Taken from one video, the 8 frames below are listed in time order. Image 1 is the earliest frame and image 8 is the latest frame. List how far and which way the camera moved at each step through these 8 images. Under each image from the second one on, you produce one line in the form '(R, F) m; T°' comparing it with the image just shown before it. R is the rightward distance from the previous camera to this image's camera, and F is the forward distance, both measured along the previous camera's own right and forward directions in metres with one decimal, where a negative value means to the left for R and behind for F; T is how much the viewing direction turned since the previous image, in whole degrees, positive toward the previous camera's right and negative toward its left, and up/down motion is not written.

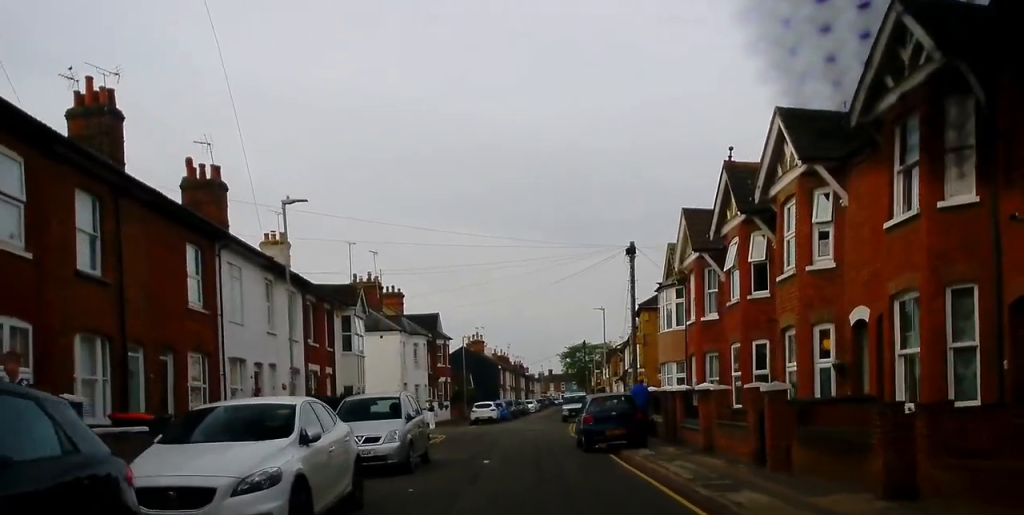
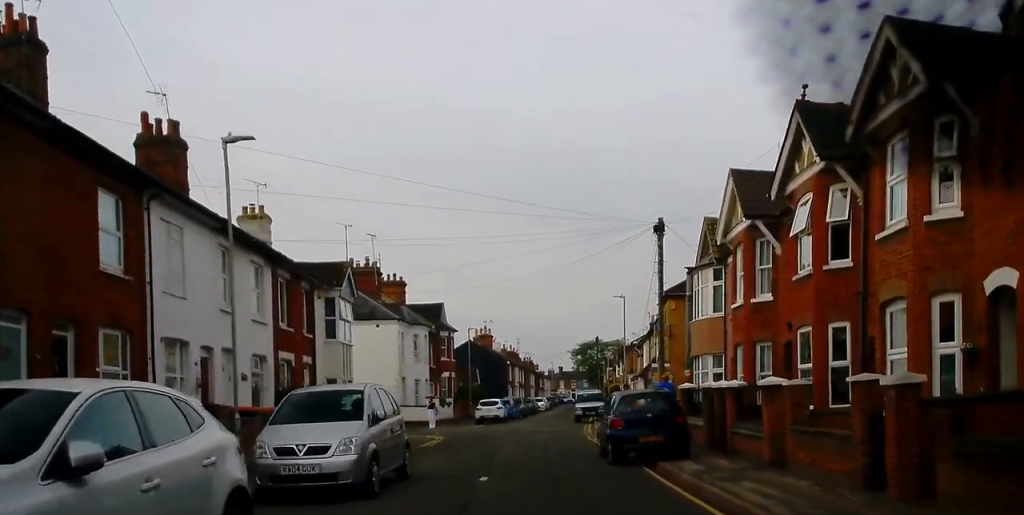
(0.0, +4.4) m; 0°
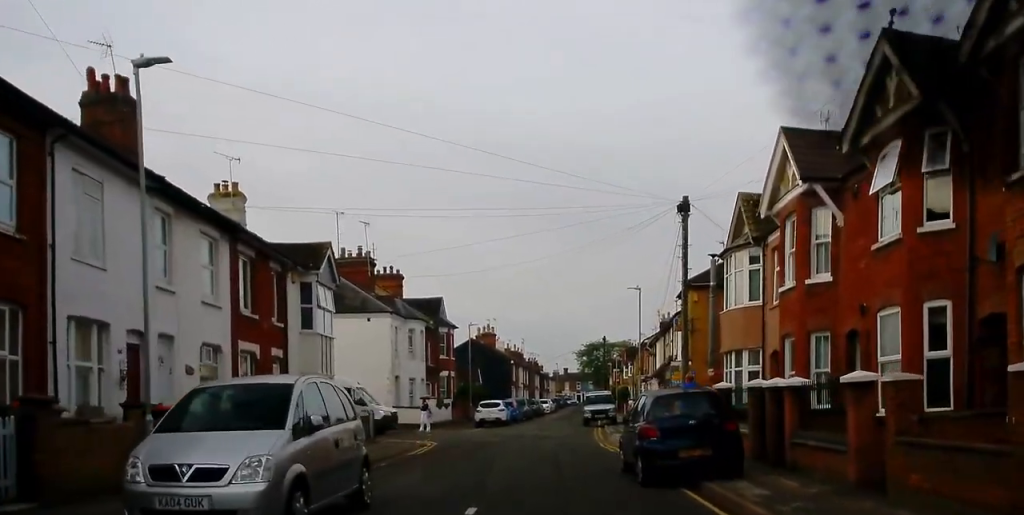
(0.0, +3.7) m; 0°
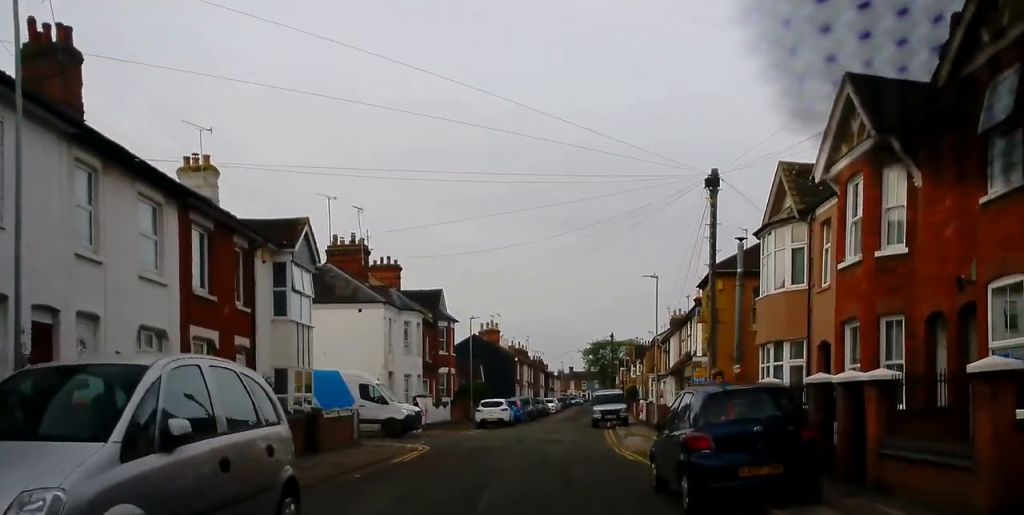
(0.0, +3.3) m; 0°
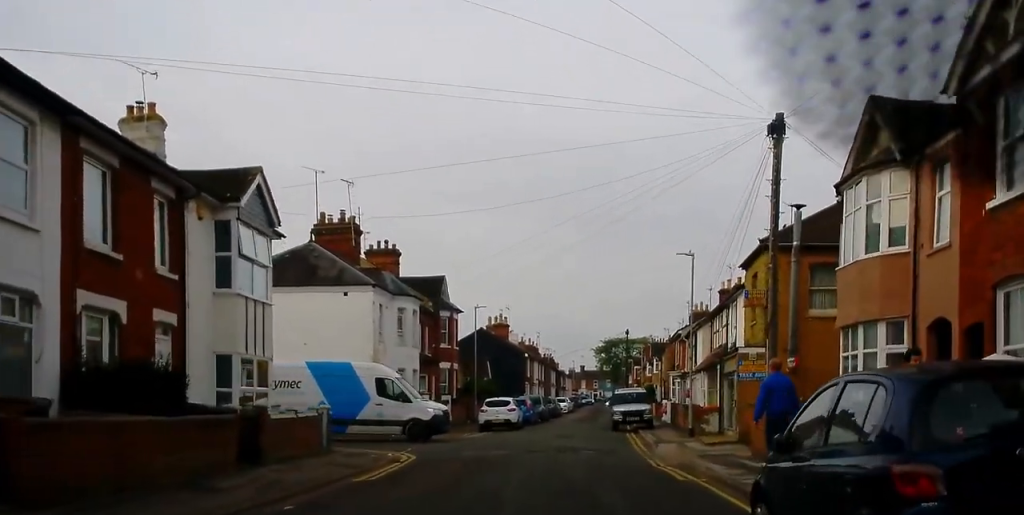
(0.0, +5.0) m; -2°
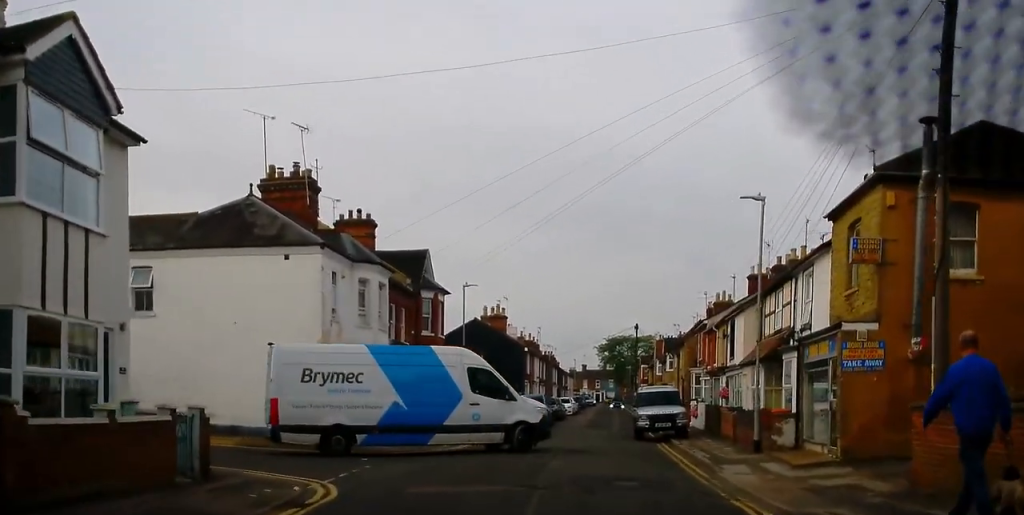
(-0.2, +8.0) m; +1°
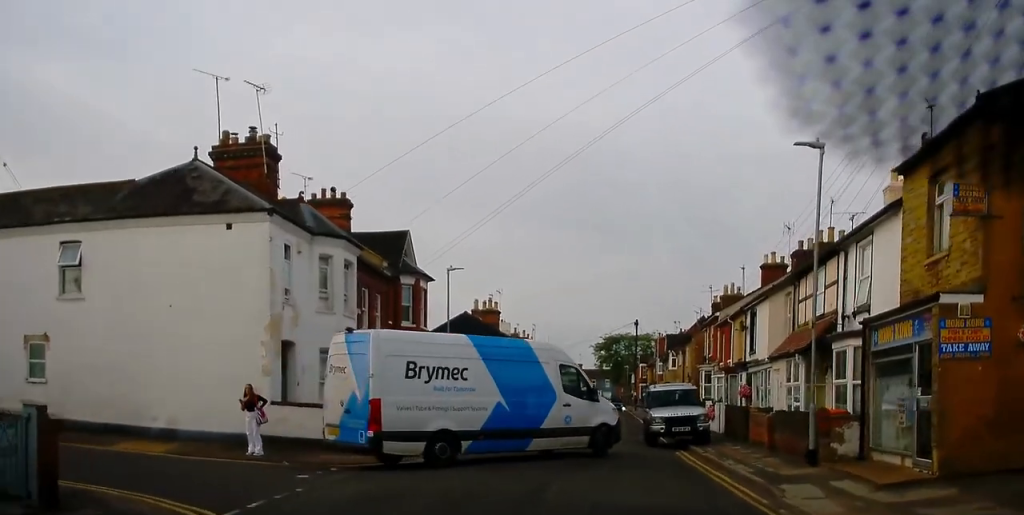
(+0.1, +4.4) m; +4°
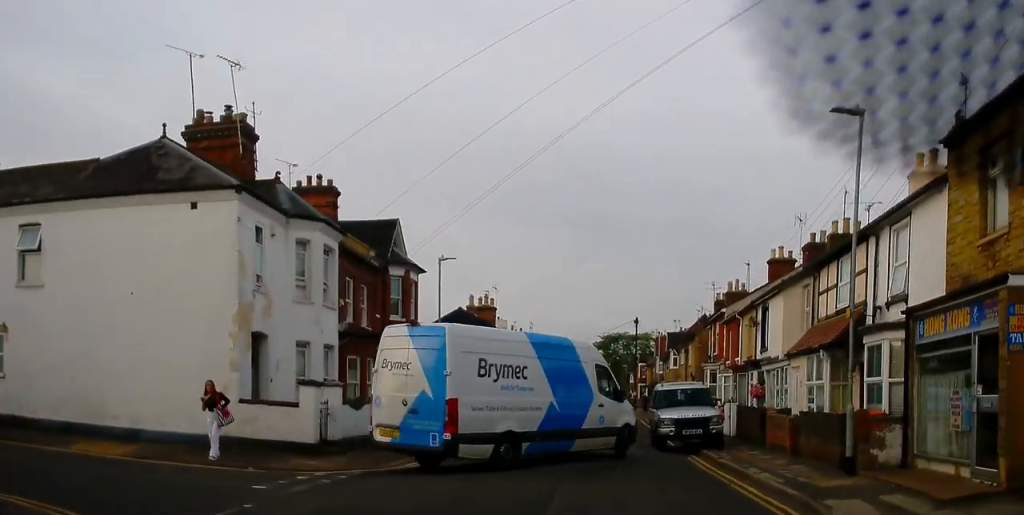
(+0.1, +2.0) m; -1°
